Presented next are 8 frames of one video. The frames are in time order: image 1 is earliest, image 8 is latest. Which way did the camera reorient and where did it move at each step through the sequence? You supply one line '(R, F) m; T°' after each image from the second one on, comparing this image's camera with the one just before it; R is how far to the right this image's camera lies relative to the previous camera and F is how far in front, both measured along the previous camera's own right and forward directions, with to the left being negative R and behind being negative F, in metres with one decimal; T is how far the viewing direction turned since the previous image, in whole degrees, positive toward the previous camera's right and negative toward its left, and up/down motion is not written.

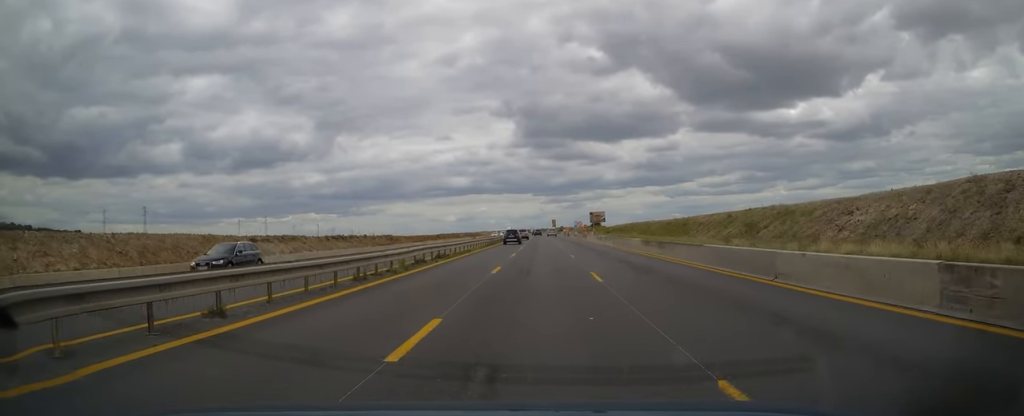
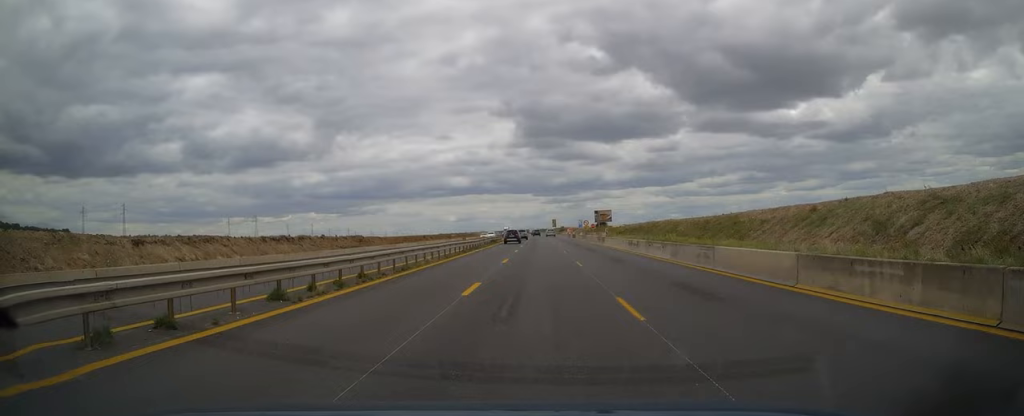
(+0.1, +19.5) m; 0°
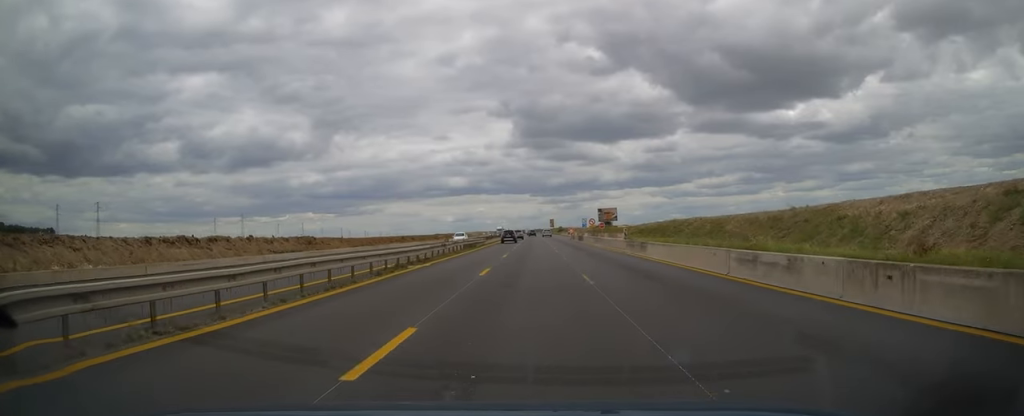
(0.0, +20.3) m; 0°
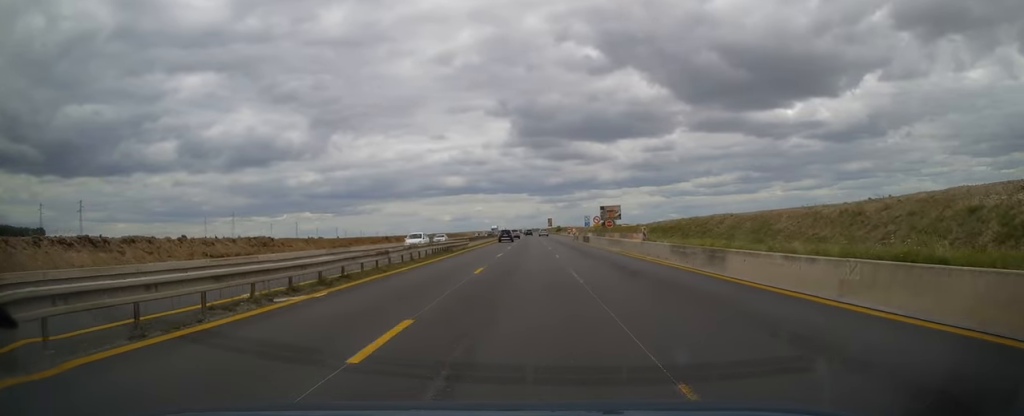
(0.0, +12.2) m; 0°
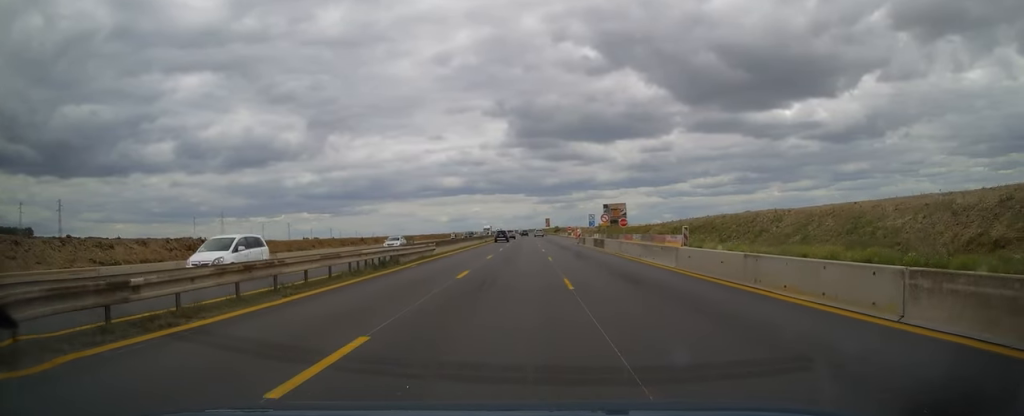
(+0.1, +14.4) m; 0°
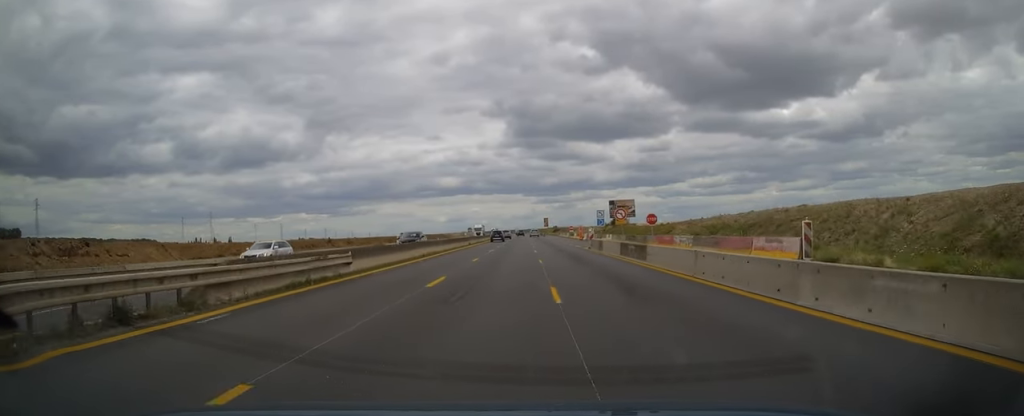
(+0.1, +15.7) m; 0°
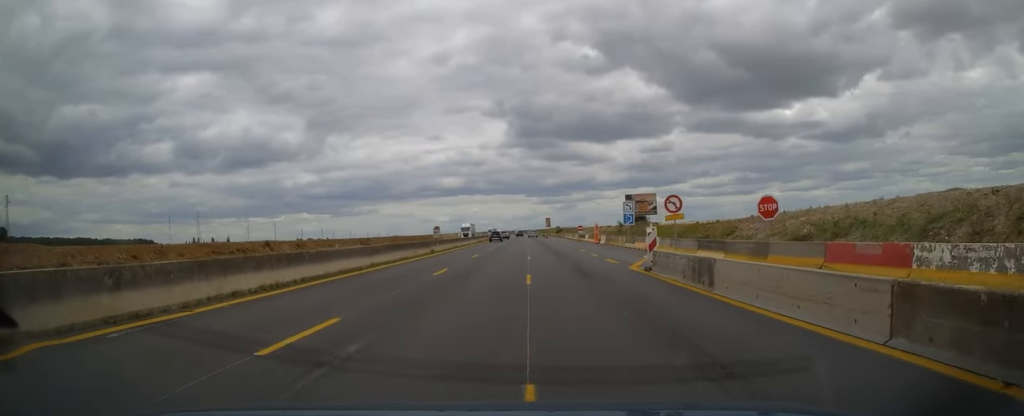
(0.0, +21.6) m; 0°
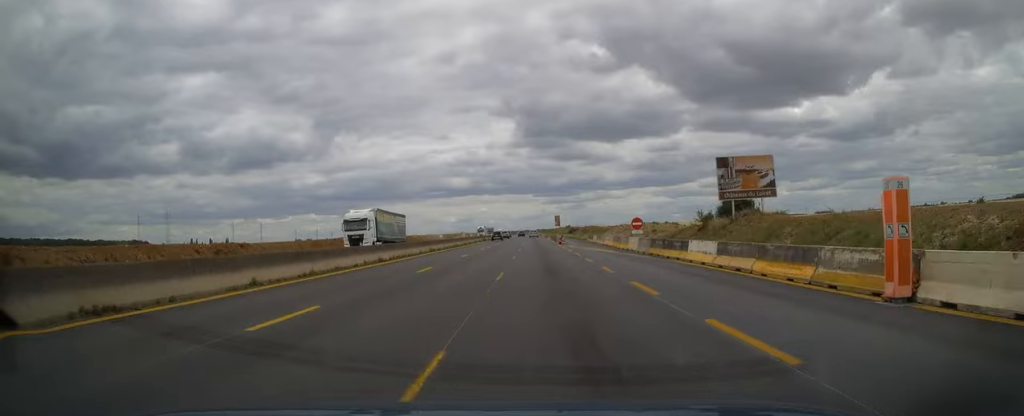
(-0.3, +50.3) m; -1°
